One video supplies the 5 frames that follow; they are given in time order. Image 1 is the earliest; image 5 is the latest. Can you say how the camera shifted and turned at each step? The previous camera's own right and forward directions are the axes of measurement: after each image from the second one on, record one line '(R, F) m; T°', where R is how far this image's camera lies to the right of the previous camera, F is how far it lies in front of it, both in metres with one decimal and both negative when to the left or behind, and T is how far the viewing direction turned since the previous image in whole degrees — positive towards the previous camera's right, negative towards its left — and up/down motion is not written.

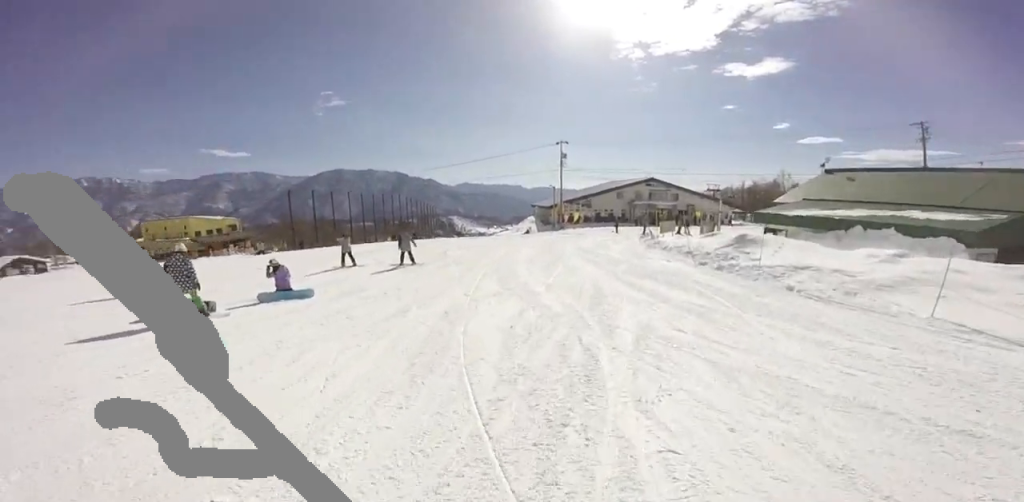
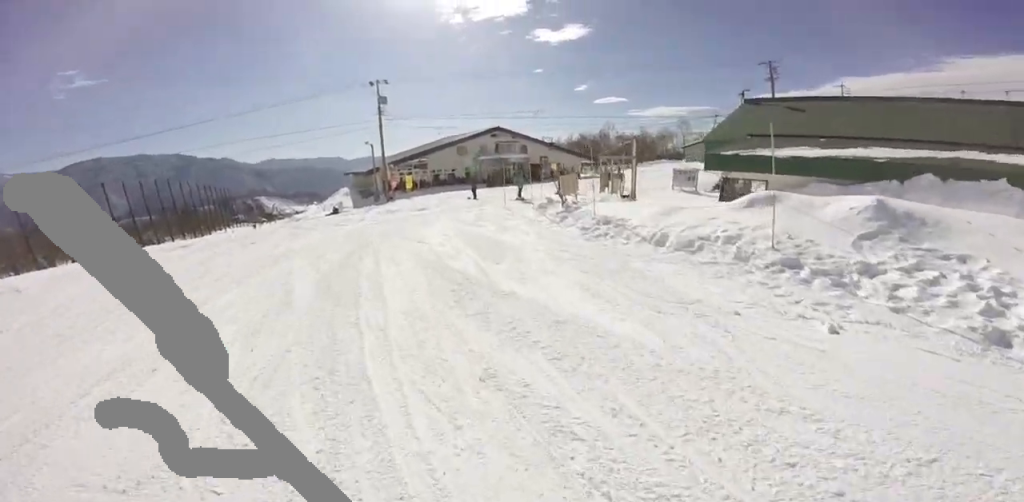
(+0.1, +11.8) m; +5°
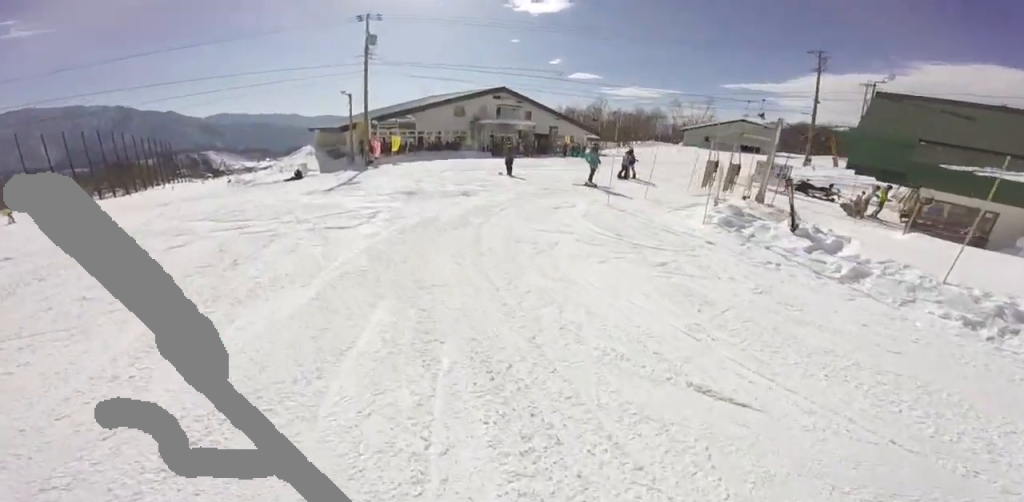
(+0.3, +7.4) m; 0°
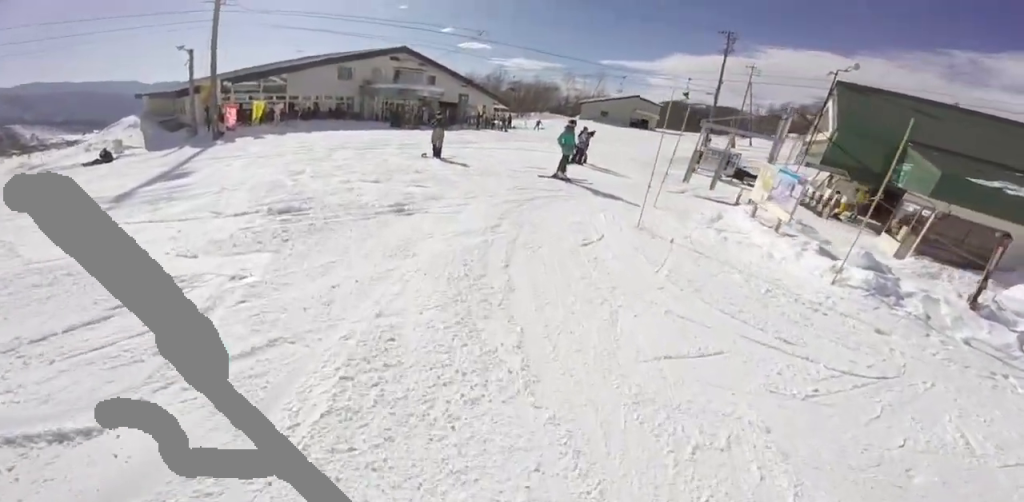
(+0.3, +4.7) m; +31°
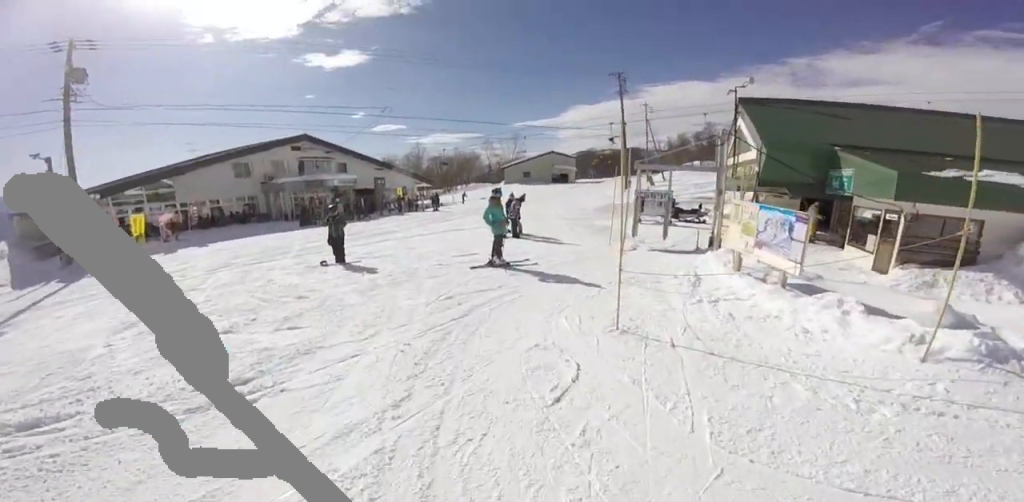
(+1.4, +2.6) m; +15°
